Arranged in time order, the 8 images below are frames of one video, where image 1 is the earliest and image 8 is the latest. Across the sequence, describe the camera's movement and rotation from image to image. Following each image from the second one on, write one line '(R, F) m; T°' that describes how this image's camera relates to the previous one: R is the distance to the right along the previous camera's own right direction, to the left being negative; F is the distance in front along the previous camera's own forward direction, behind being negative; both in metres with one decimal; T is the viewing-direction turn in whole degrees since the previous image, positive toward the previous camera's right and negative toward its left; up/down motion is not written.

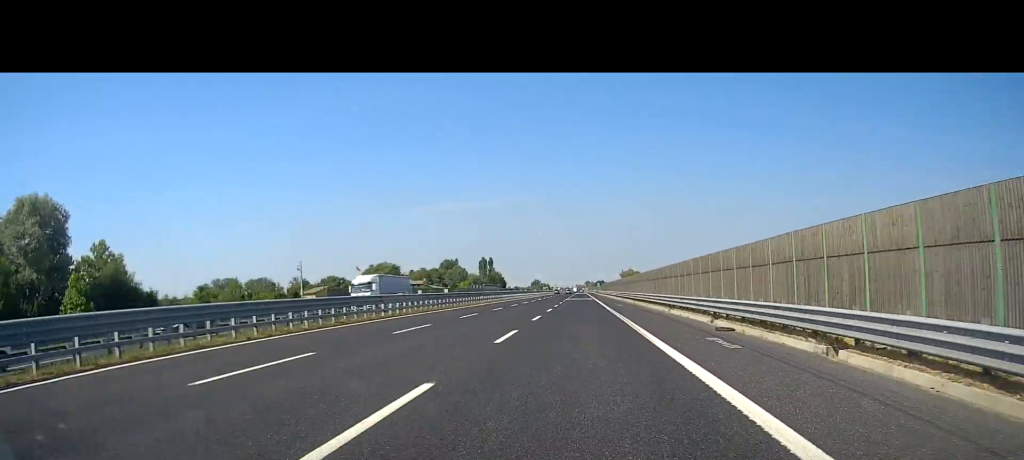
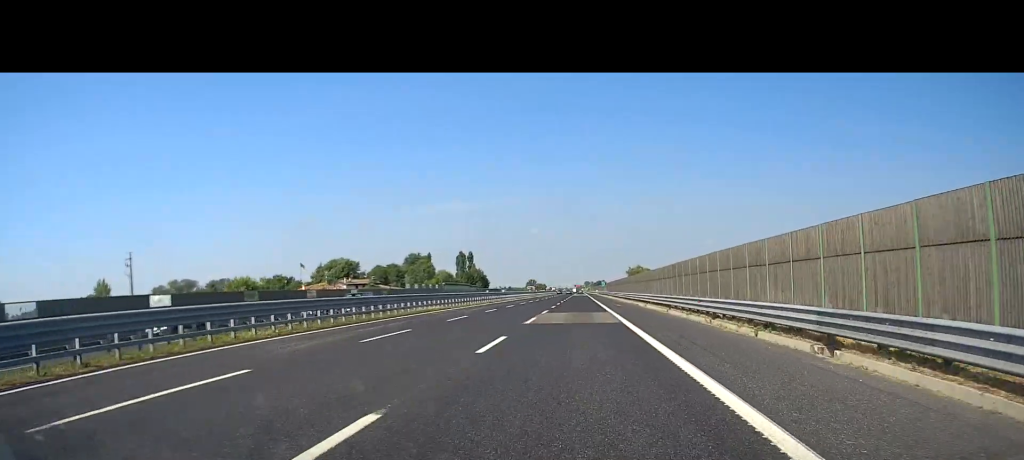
(+0.4, +60.1) m; 0°
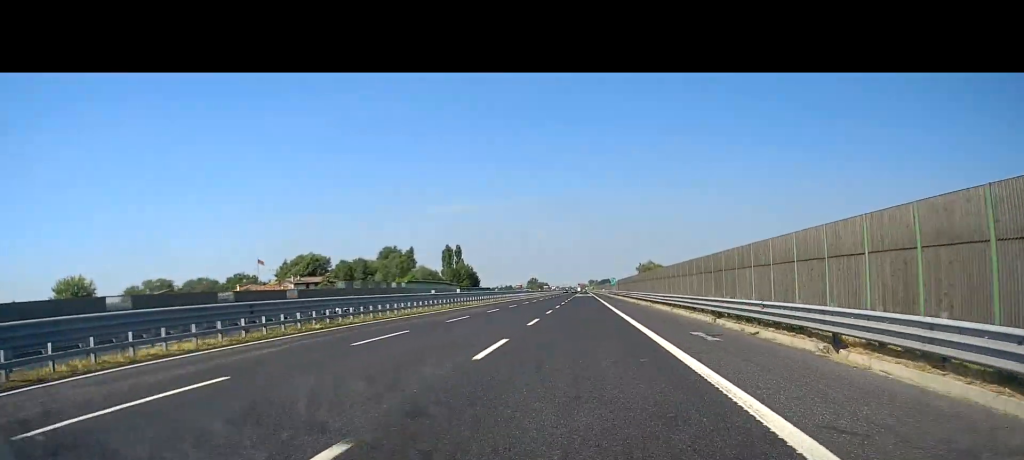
(-0.1, +35.6) m; 0°
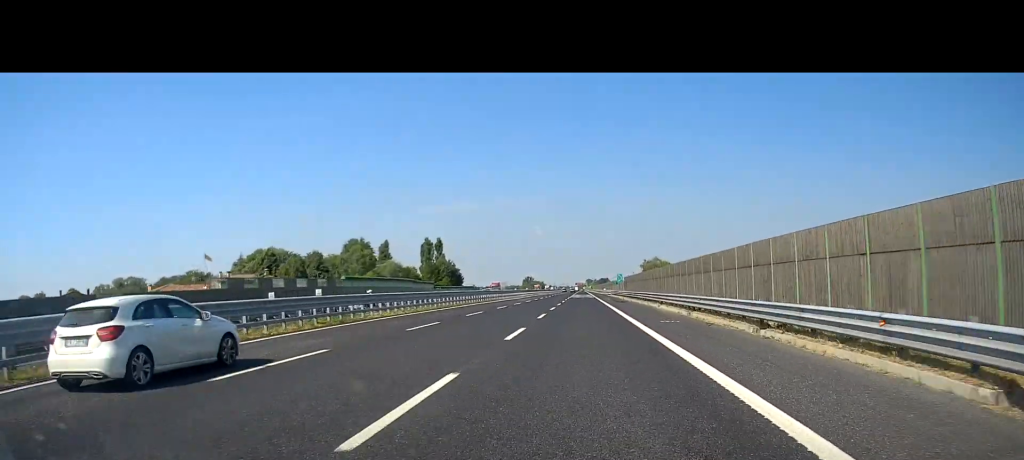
(+0.1, +30.3) m; 0°
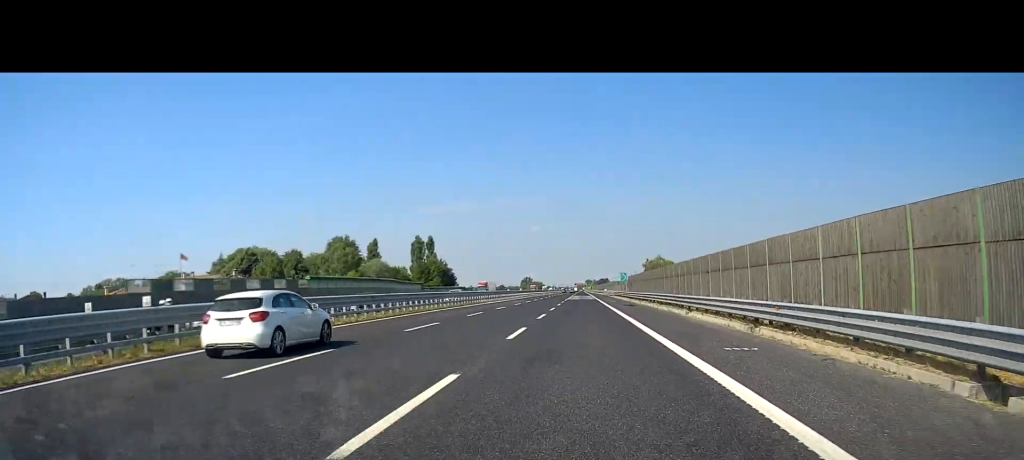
(-0.1, +11.5) m; 0°
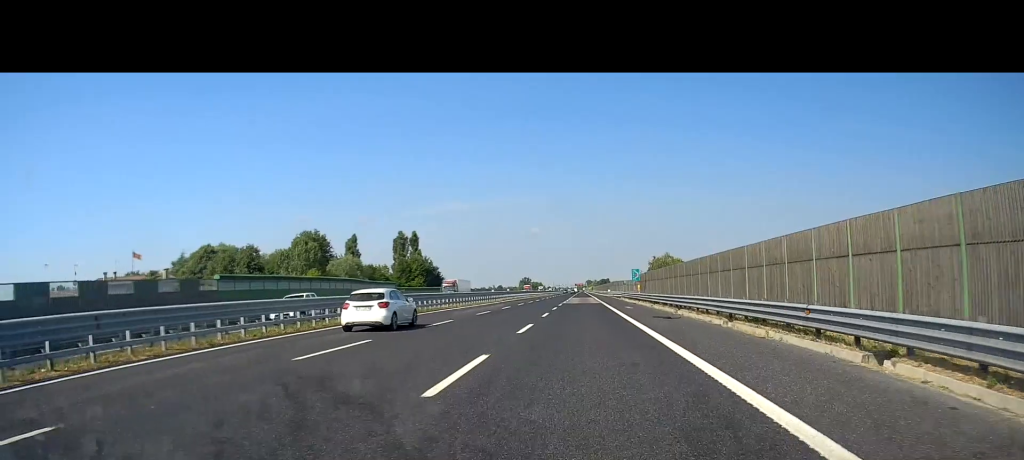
(0.0, +20.3) m; 0°
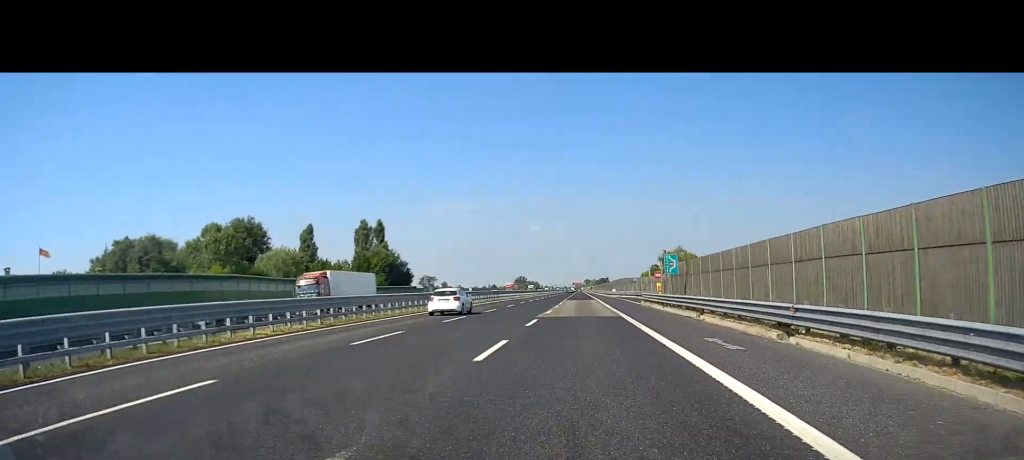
(0.0, +30.8) m; 0°
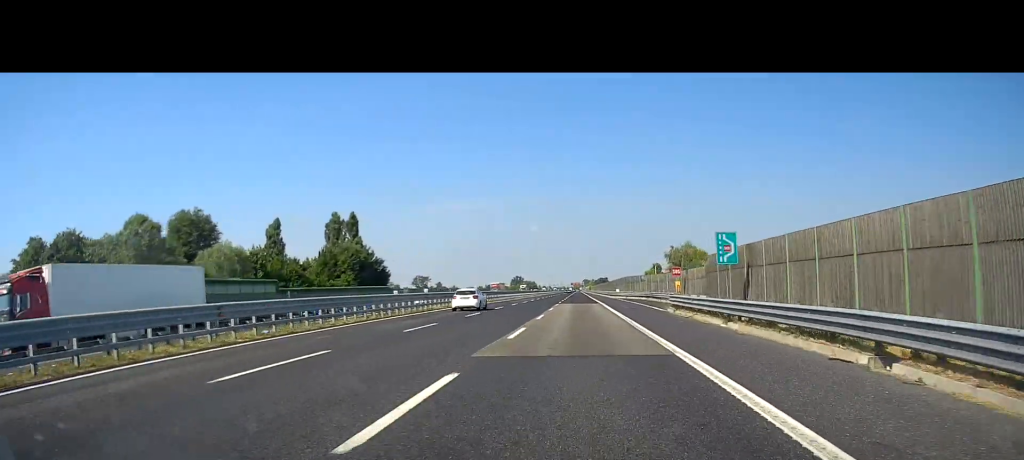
(-0.2, +17.5) m; 0°
